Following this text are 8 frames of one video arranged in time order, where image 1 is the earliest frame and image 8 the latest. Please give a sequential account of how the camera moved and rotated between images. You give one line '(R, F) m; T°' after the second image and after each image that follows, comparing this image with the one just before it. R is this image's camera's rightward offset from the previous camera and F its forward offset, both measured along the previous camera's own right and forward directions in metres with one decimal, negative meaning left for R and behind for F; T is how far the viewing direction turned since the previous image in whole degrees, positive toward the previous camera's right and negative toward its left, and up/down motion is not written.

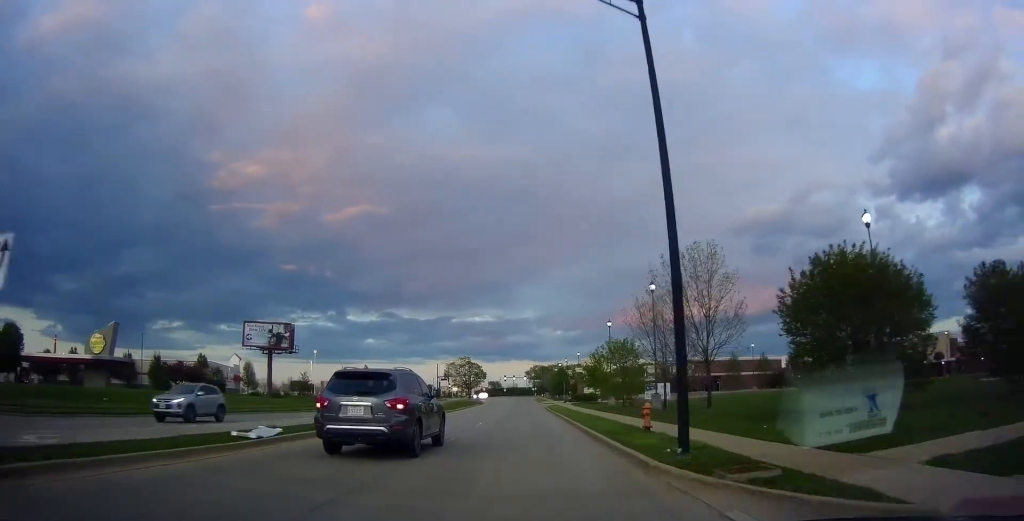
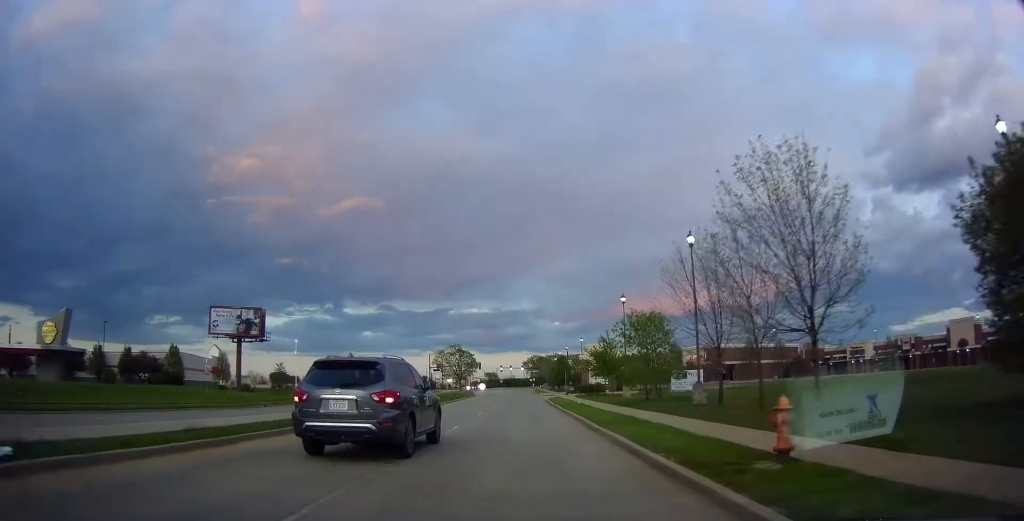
(+0.1, +9.3) m; +1°
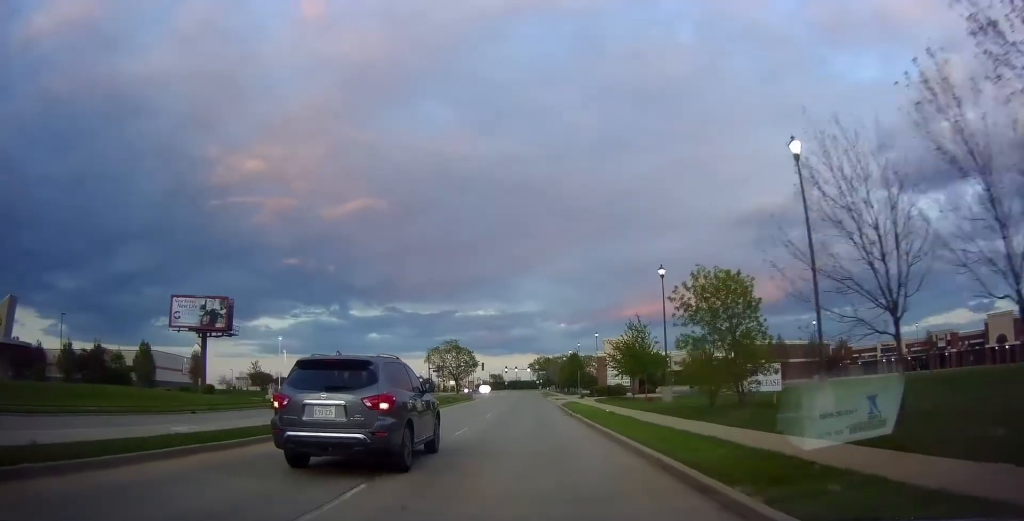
(+0.1, +11.8) m; +2°
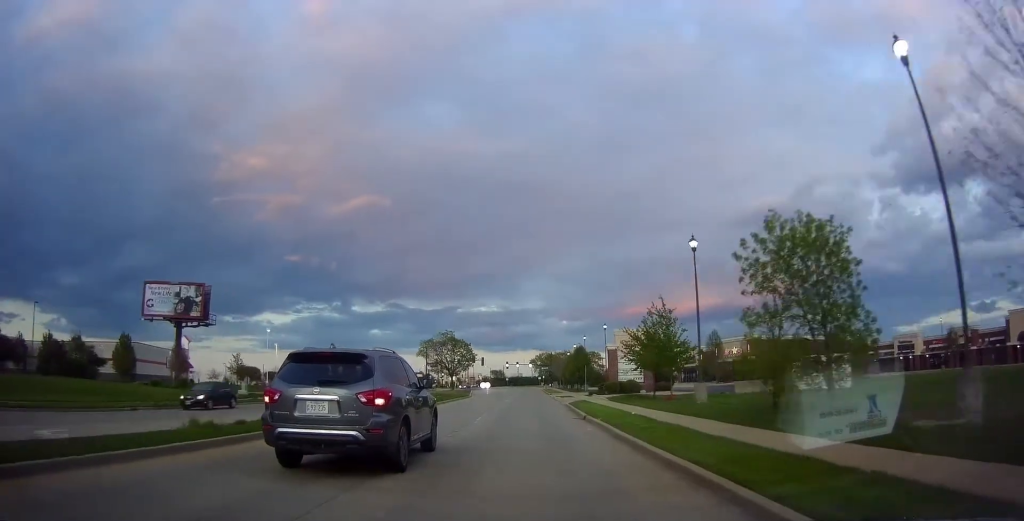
(+0.2, +6.2) m; 0°
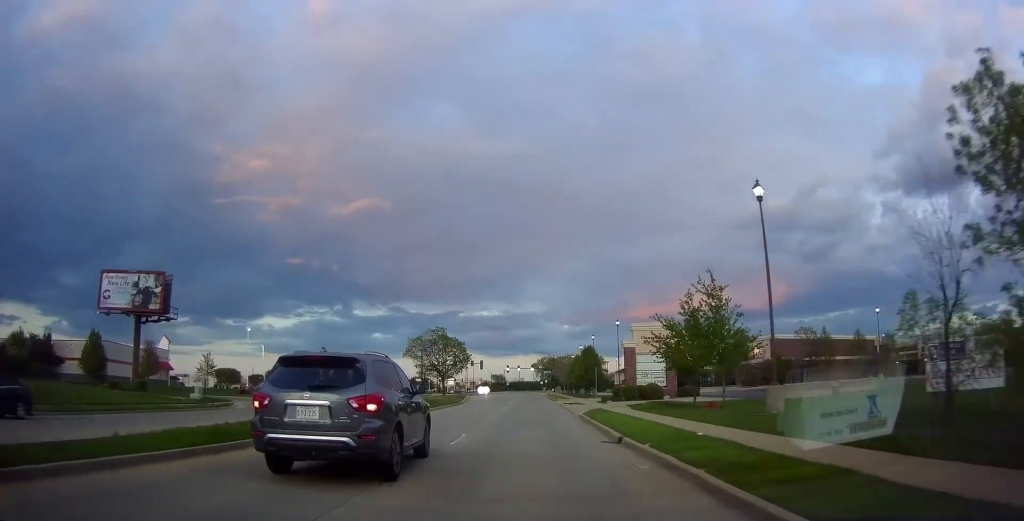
(+0.1, +8.6) m; 0°
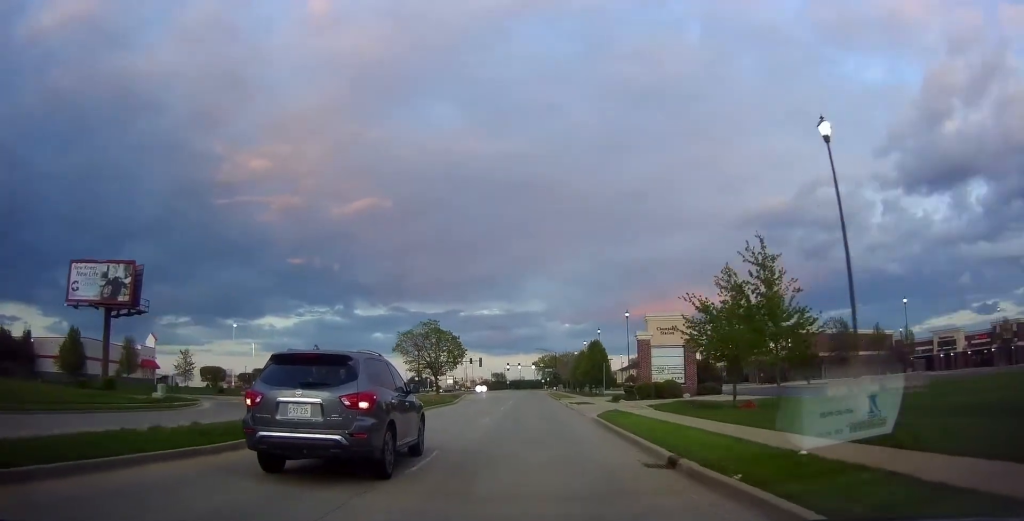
(0.0, +5.8) m; -1°
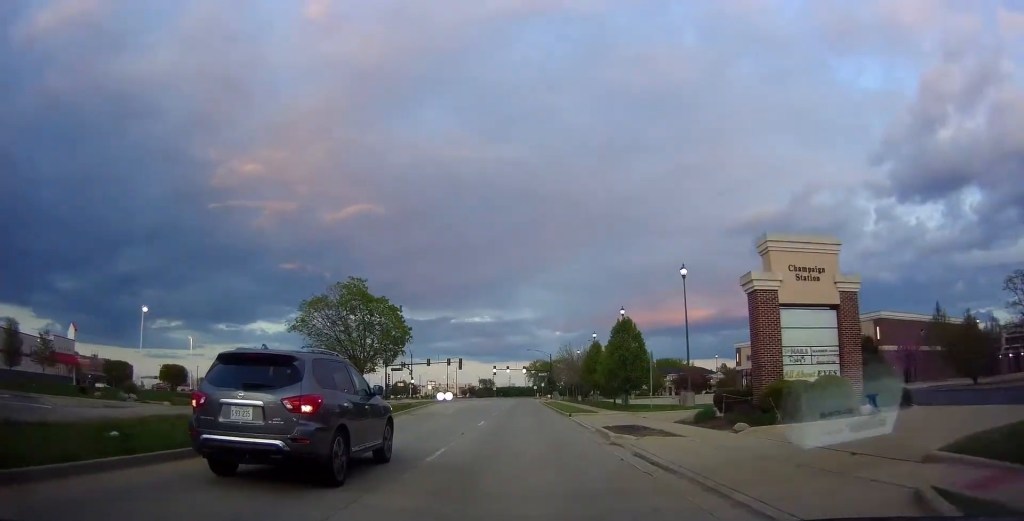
(-0.6, +22.9) m; -1°
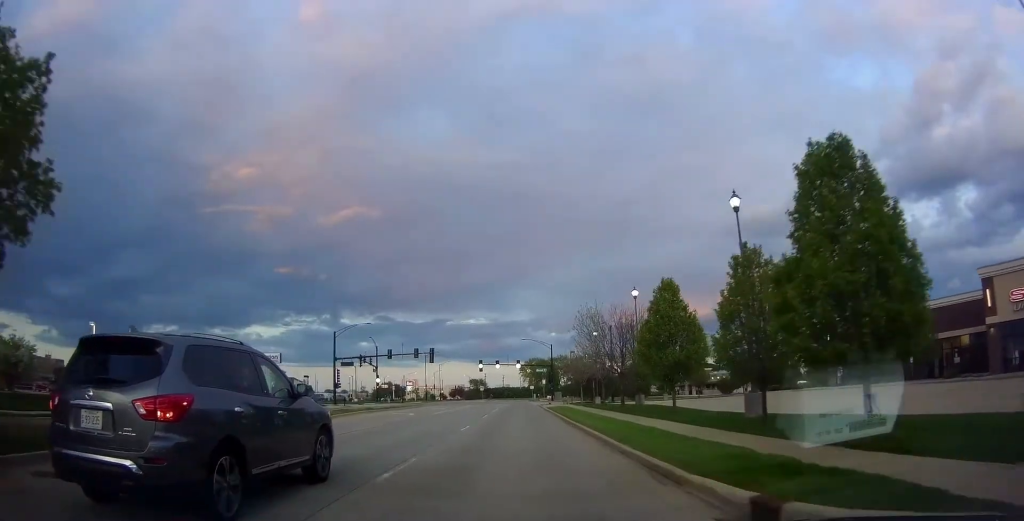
(+0.5, +27.8) m; 0°
